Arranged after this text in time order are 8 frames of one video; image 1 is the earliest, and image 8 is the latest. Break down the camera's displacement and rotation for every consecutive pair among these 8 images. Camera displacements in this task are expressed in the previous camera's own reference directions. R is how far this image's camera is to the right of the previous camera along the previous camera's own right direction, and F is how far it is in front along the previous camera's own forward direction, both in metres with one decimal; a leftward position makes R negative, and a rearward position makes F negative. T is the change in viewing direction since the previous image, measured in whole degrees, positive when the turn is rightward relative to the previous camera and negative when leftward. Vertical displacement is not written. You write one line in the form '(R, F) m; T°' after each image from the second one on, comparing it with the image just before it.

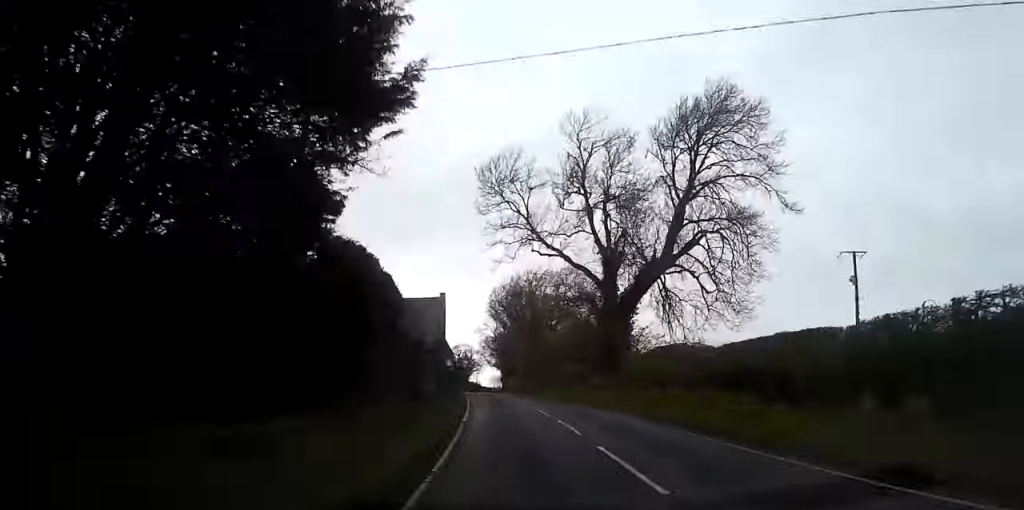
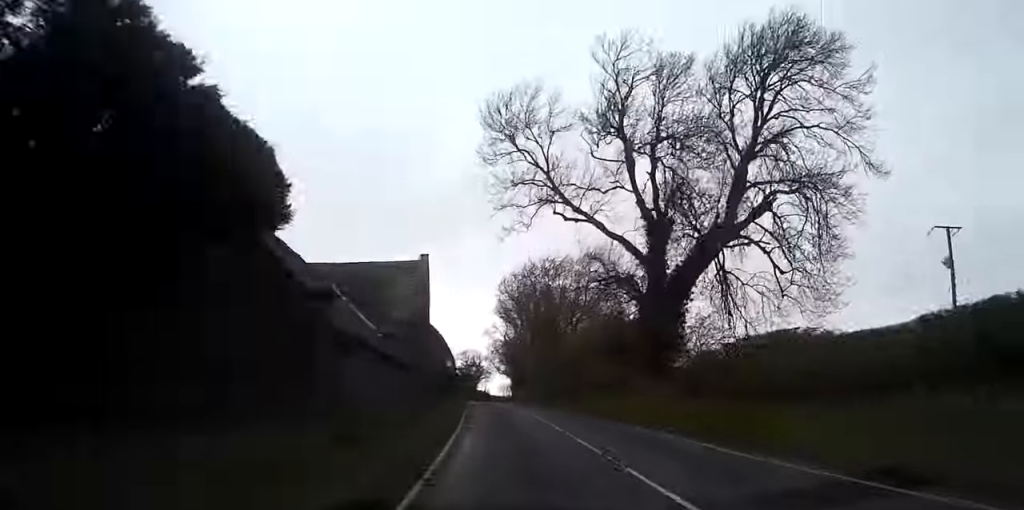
(0.0, +12.1) m; 0°
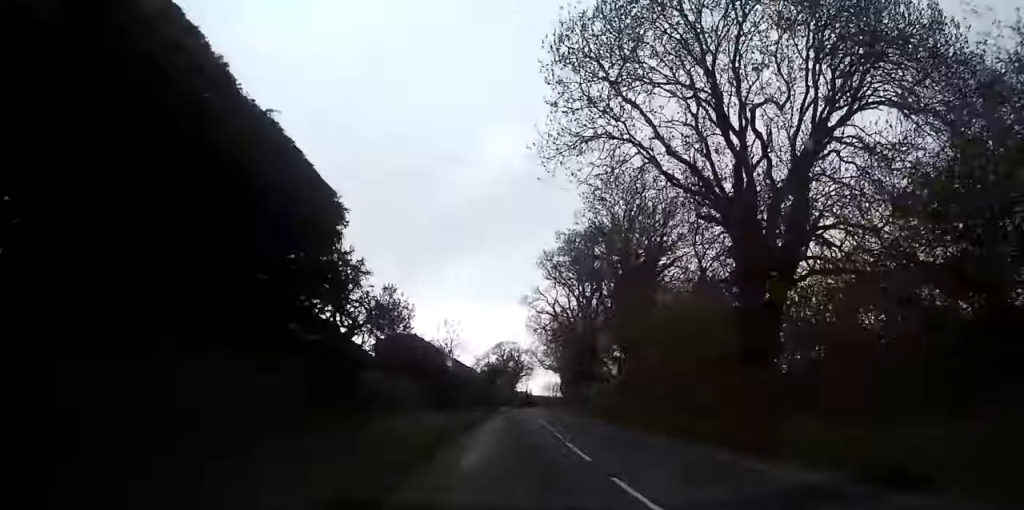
(-0.8, +45.2) m; -2°
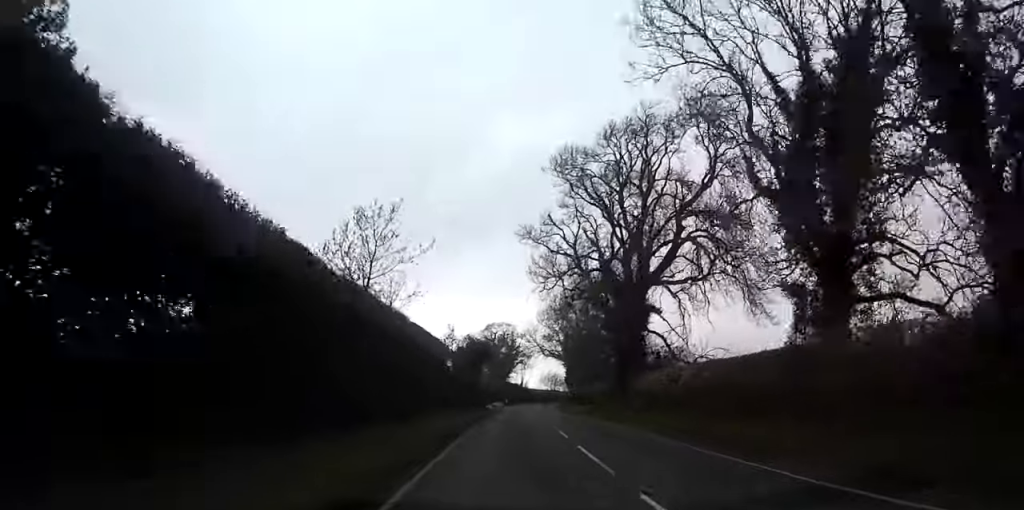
(-0.2, +29.5) m; 0°
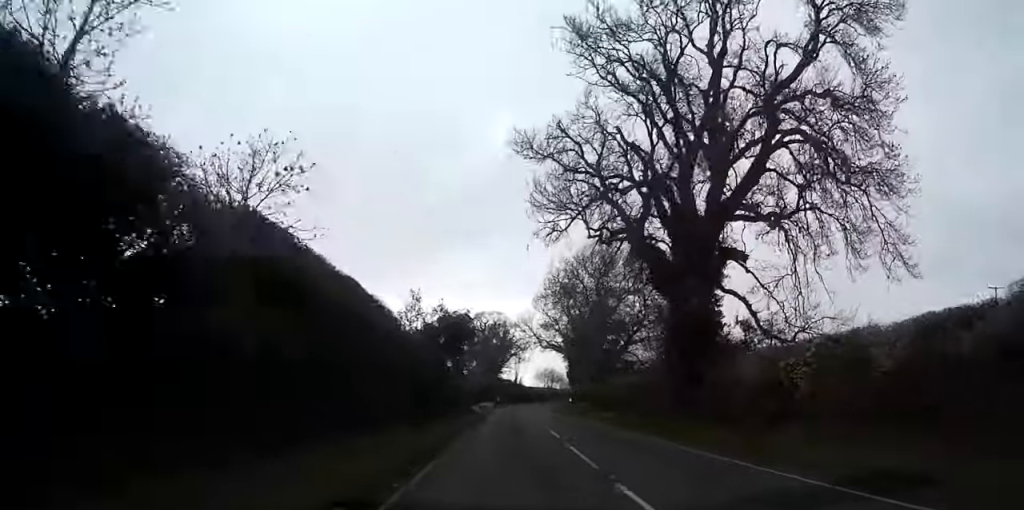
(+0.1, +16.8) m; +1°
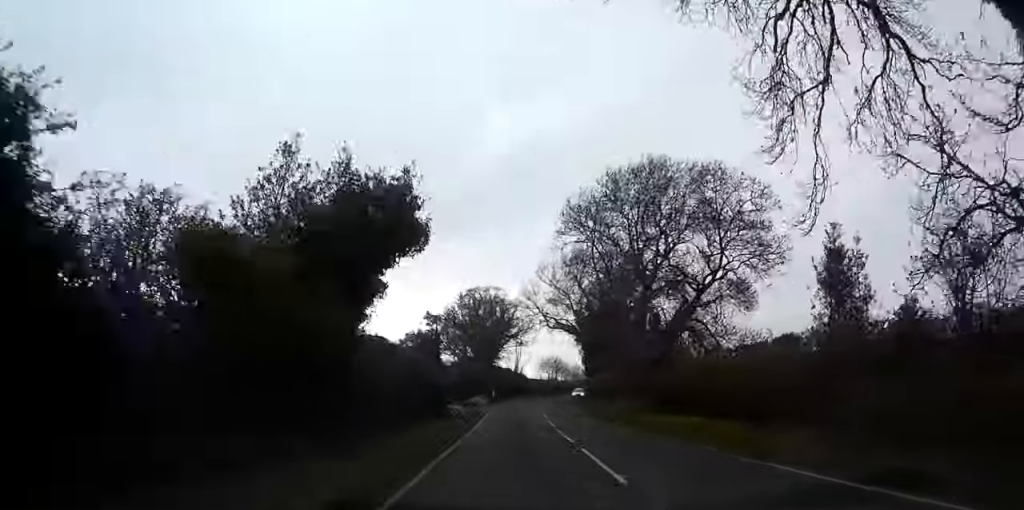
(+0.1, +21.2) m; +1°
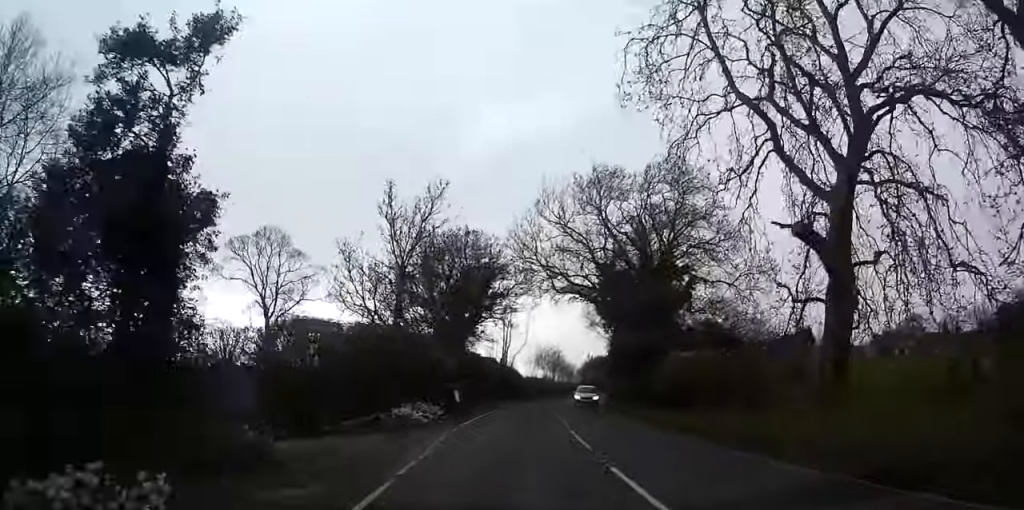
(+0.5, +31.8) m; +1°
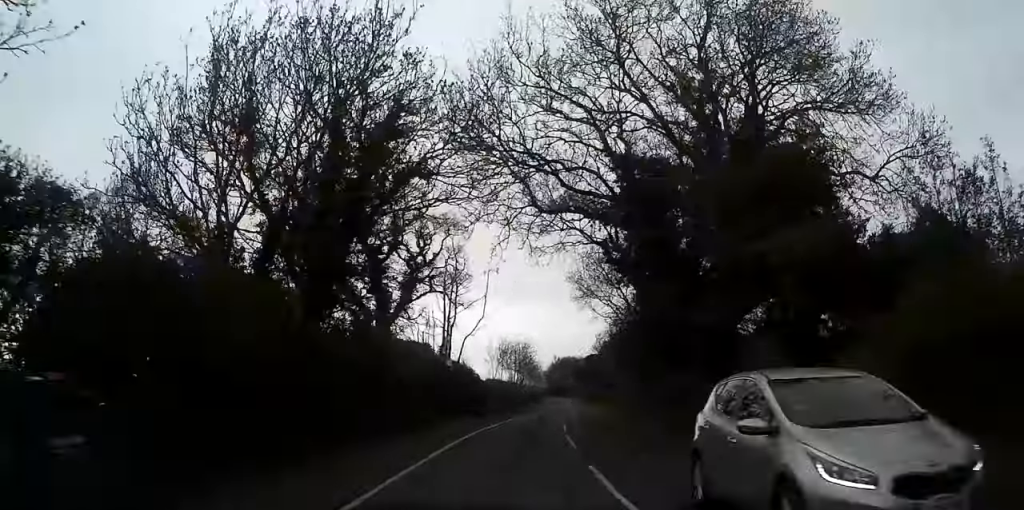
(0.0, +25.5) m; +1°
